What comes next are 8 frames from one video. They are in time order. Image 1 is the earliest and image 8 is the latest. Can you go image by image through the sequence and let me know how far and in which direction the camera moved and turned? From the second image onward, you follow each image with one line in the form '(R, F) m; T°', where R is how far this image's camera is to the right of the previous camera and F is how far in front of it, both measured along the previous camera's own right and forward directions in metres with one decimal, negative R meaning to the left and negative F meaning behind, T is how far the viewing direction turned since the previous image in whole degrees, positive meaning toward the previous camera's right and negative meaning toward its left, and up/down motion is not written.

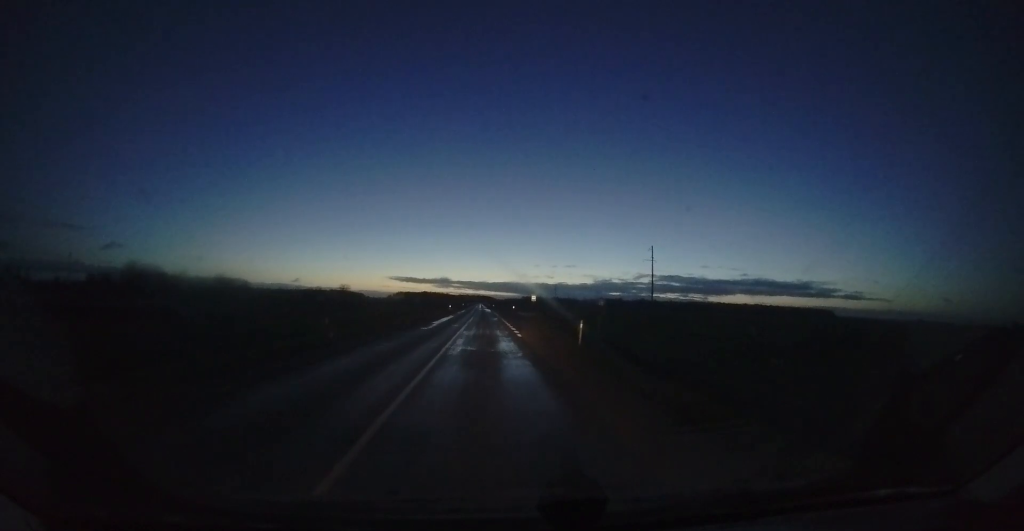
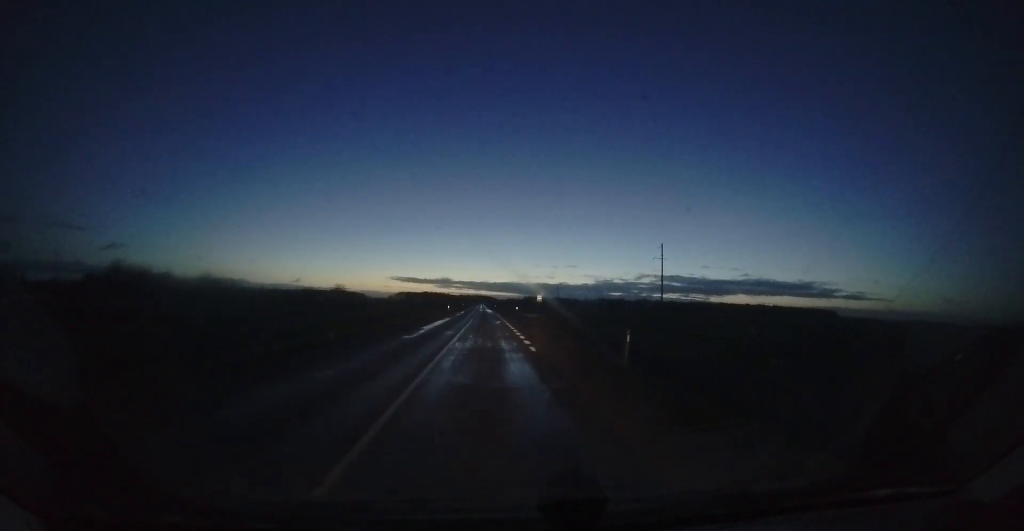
(+0.1, +4.4) m; +1°
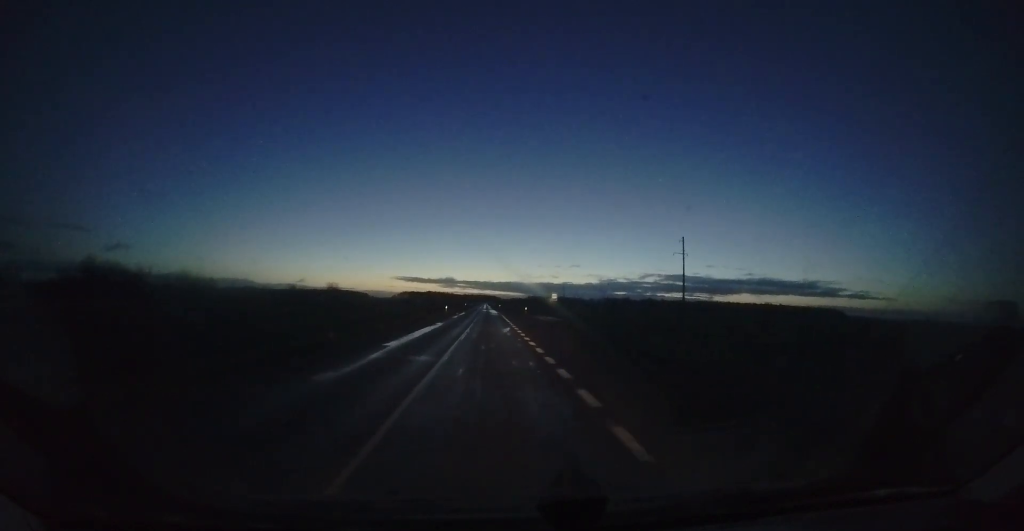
(0.0, +7.8) m; -1°
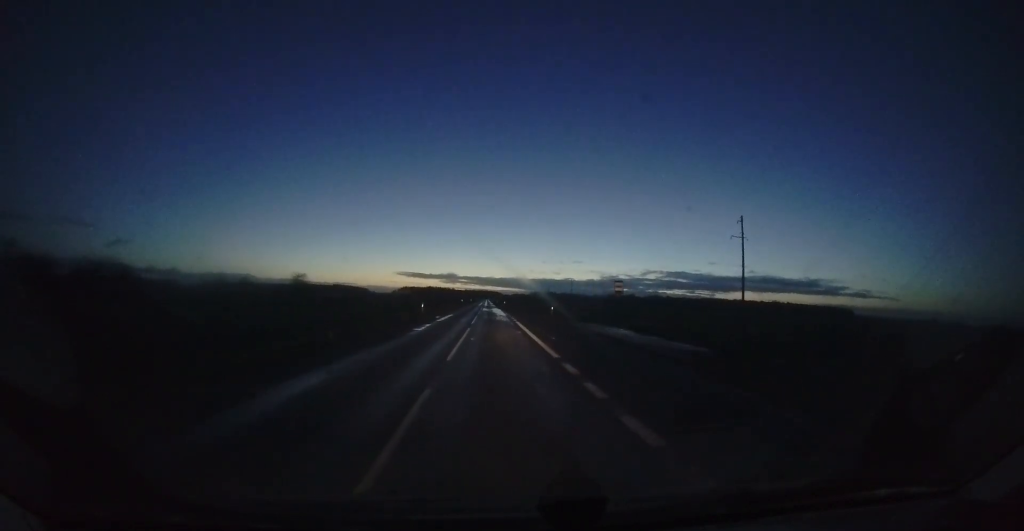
(-1.0, +18.4) m; -3°
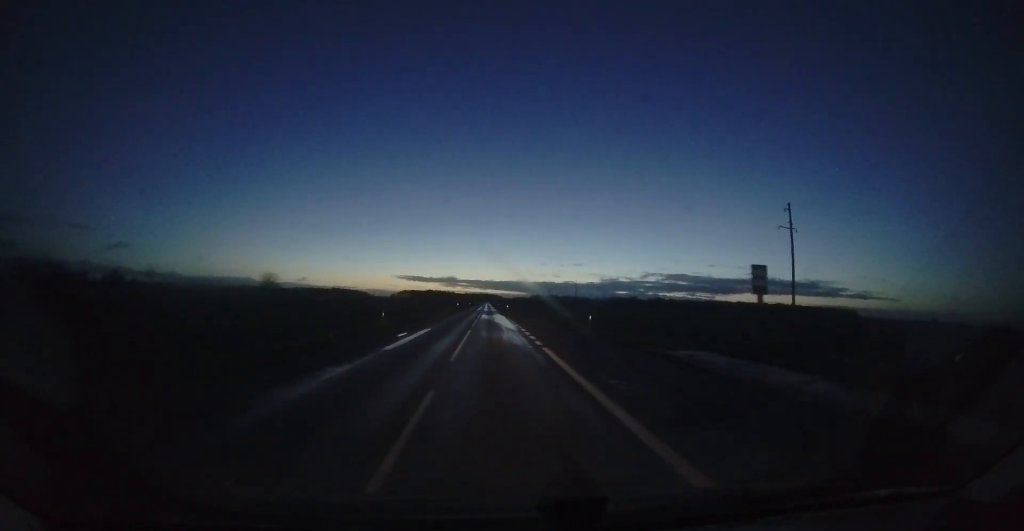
(+0.4, +11.8) m; +2°
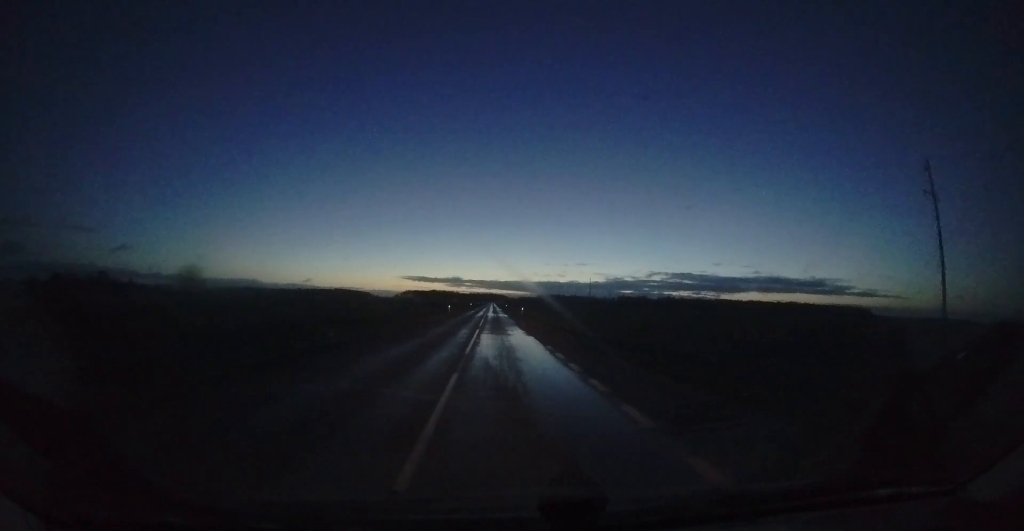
(0.0, +23.0) m; 0°
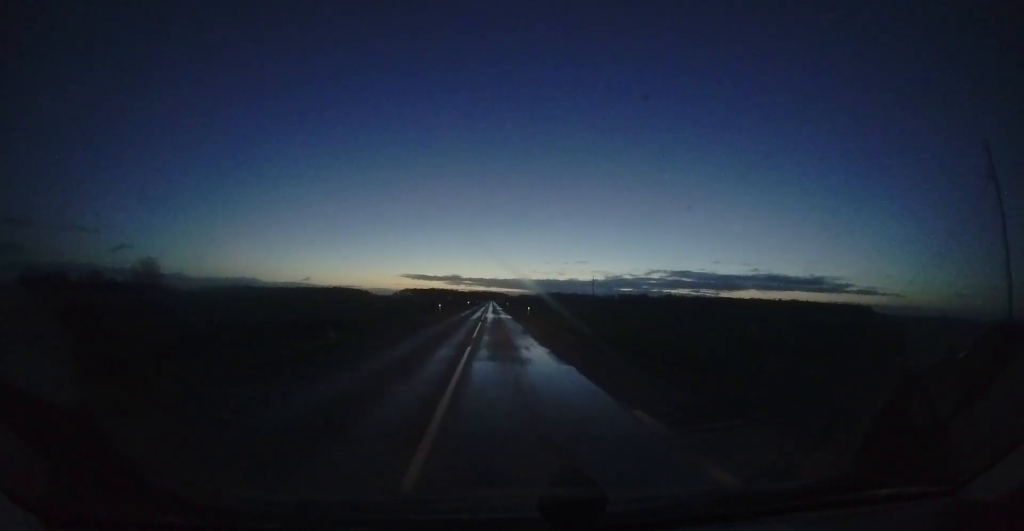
(0.0, +8.1) m; 0°
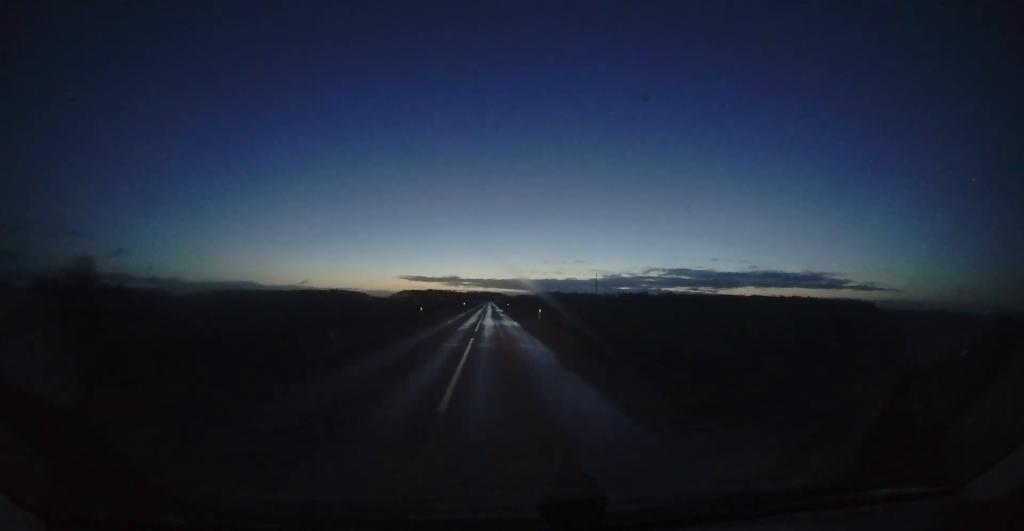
(-0.1, +9.7) m; +1°
